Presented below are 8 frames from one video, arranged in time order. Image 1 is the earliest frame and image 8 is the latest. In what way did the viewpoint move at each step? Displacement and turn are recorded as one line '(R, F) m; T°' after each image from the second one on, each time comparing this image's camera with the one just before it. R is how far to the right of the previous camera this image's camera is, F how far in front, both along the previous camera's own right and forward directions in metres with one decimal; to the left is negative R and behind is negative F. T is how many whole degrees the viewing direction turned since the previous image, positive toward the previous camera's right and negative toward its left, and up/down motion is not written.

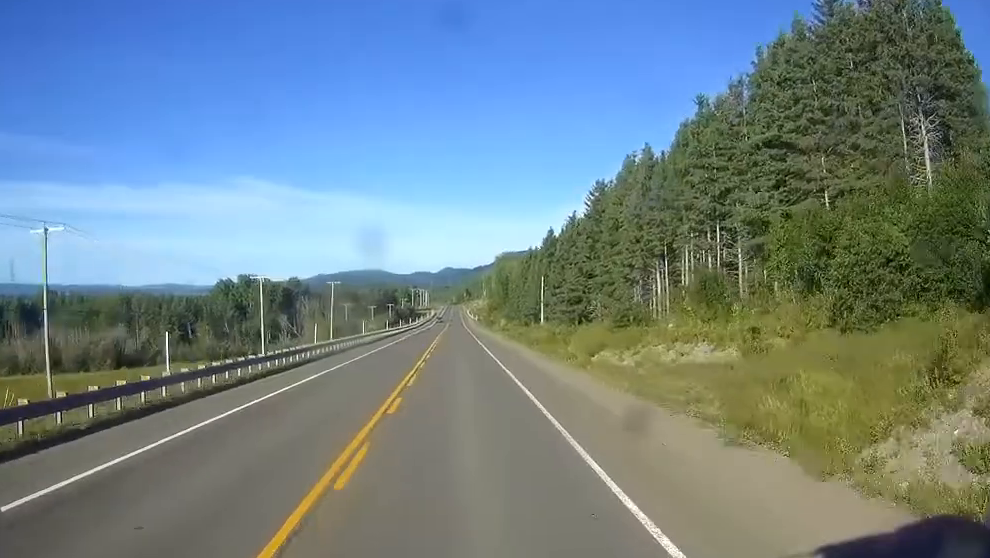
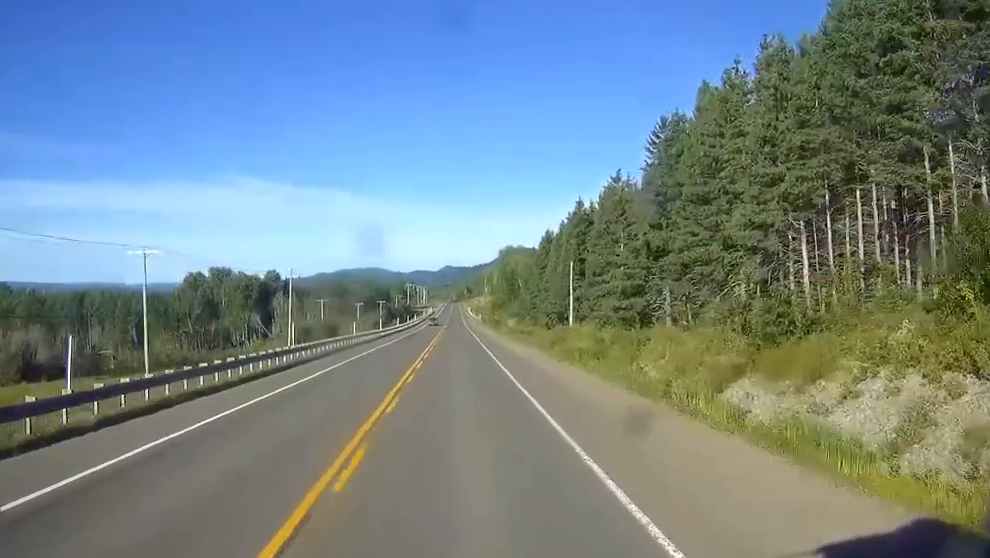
(-0.1, +35.8) m; 0°
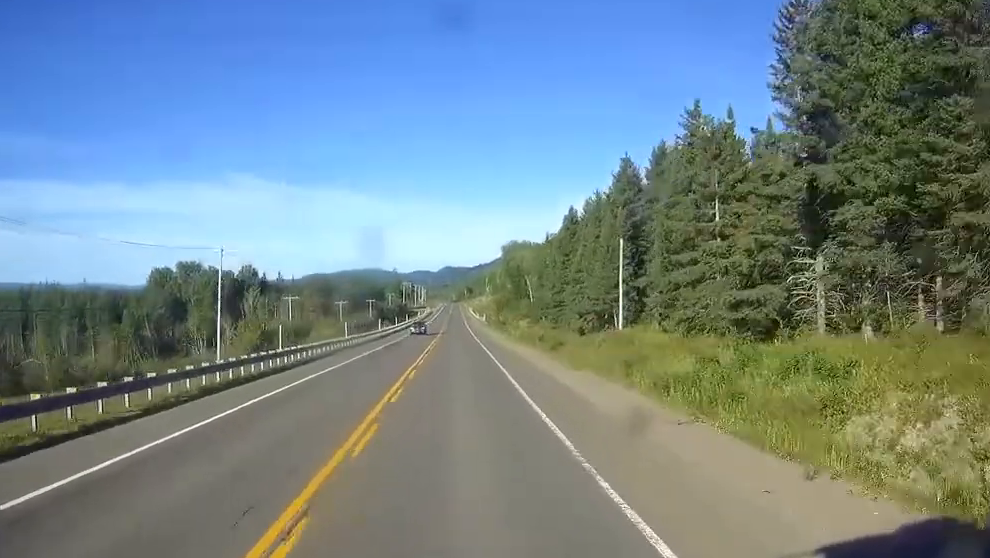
(-0.1, +32.0) m; 0°
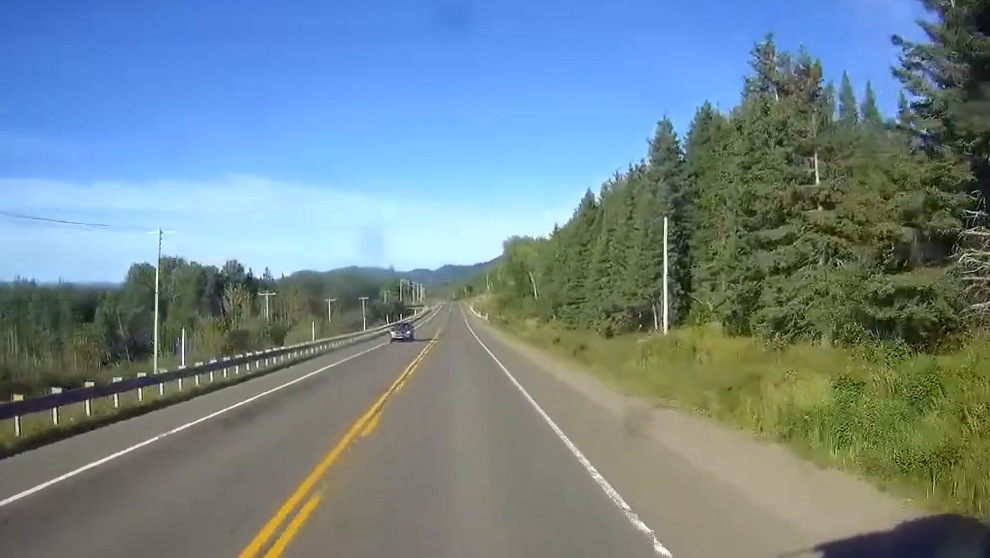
(0.0, +16.0) m; 0°
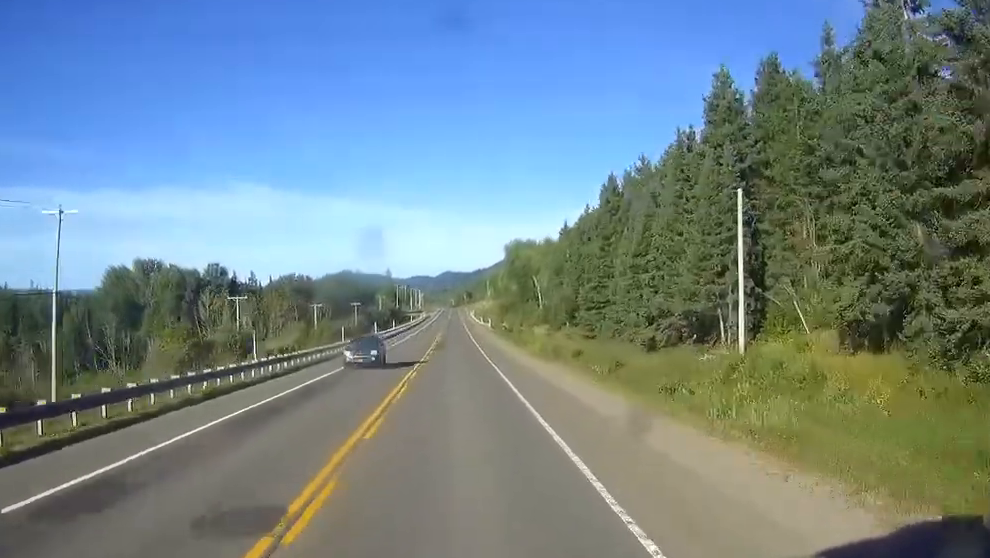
(0.0, +16.0) m; 0°
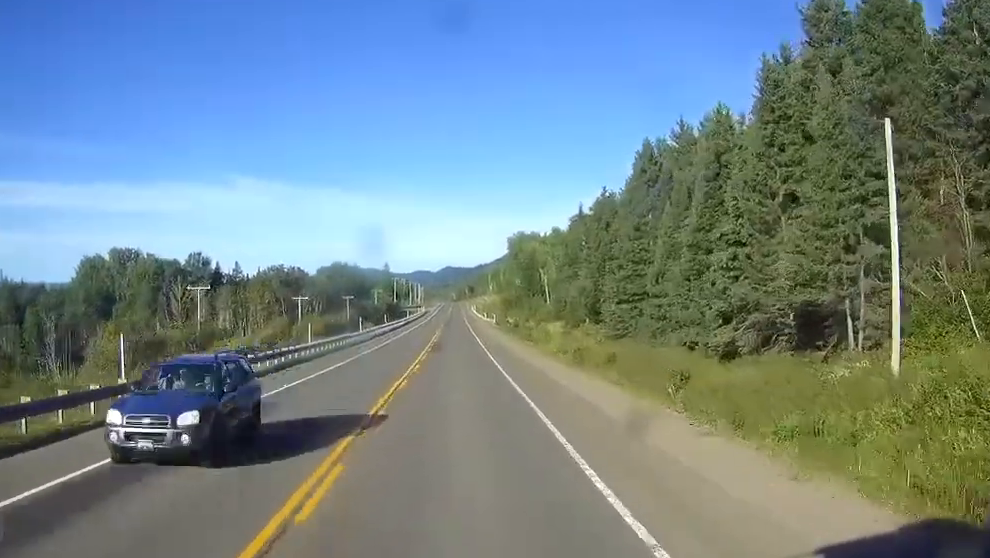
(+0.1, +15.9) m; 0°
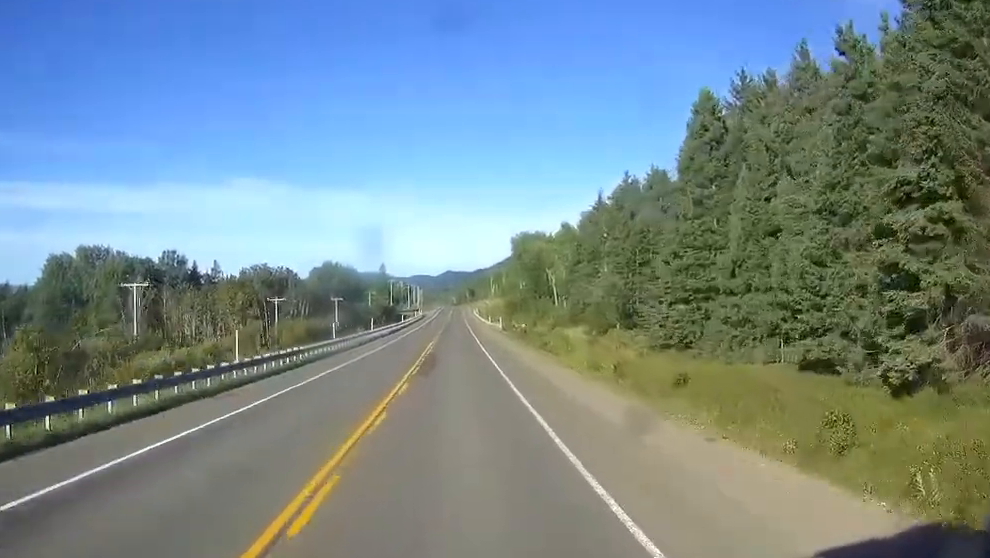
(+0.1, +17.8) m; 0°
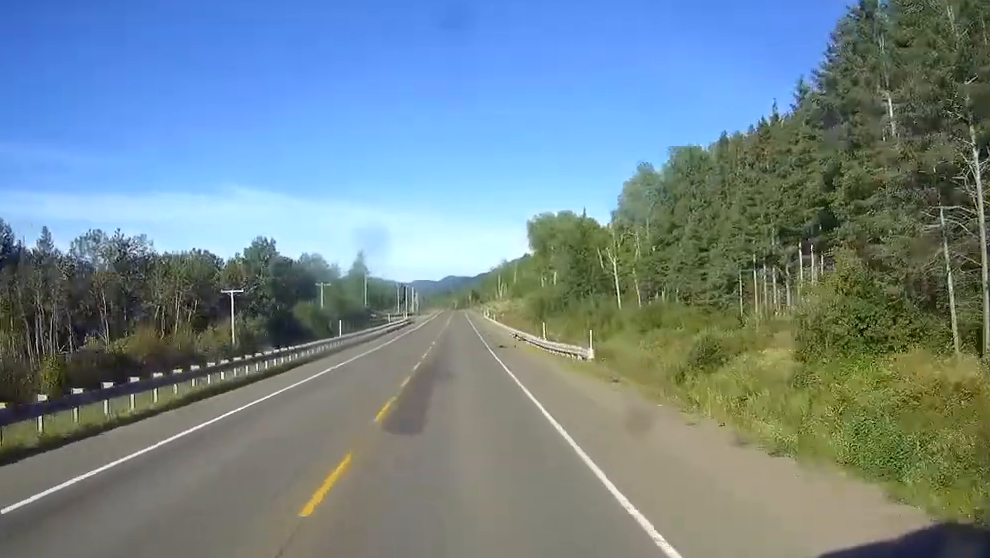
(+0.3, +78.0) m; +1°
